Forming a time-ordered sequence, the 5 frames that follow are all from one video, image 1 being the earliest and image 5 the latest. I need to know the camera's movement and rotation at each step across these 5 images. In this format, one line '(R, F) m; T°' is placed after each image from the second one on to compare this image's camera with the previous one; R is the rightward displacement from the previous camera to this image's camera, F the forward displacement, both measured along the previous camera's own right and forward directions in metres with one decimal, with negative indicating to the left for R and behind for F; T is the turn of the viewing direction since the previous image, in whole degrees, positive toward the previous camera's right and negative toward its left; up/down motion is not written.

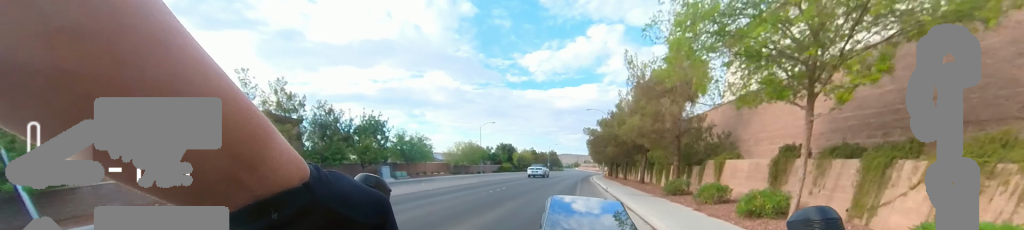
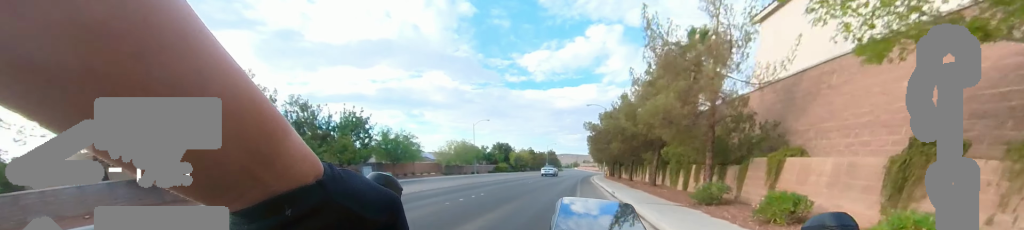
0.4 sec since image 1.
(0.0, +2.9) m; 0°
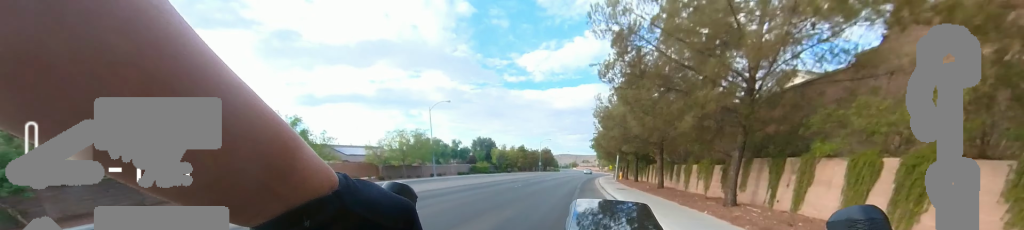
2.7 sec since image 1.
(0.0, +15.7) m; 0°
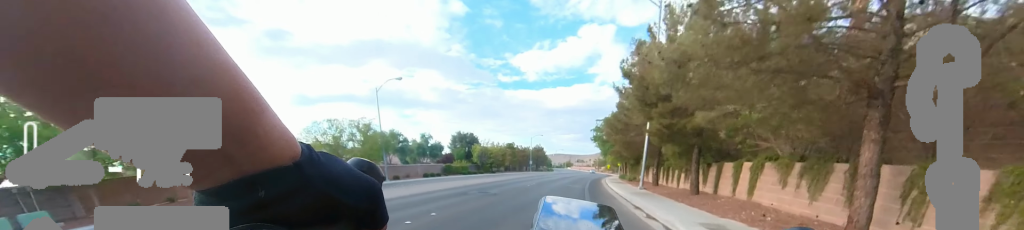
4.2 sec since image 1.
(0.0, +10.1) m; 0°
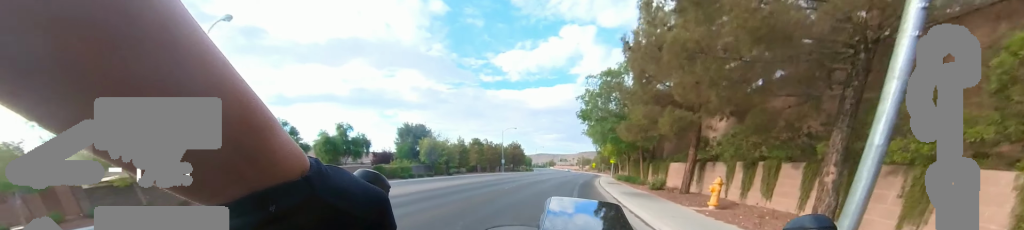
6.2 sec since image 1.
(+0.3, +13.3) m; +8°
